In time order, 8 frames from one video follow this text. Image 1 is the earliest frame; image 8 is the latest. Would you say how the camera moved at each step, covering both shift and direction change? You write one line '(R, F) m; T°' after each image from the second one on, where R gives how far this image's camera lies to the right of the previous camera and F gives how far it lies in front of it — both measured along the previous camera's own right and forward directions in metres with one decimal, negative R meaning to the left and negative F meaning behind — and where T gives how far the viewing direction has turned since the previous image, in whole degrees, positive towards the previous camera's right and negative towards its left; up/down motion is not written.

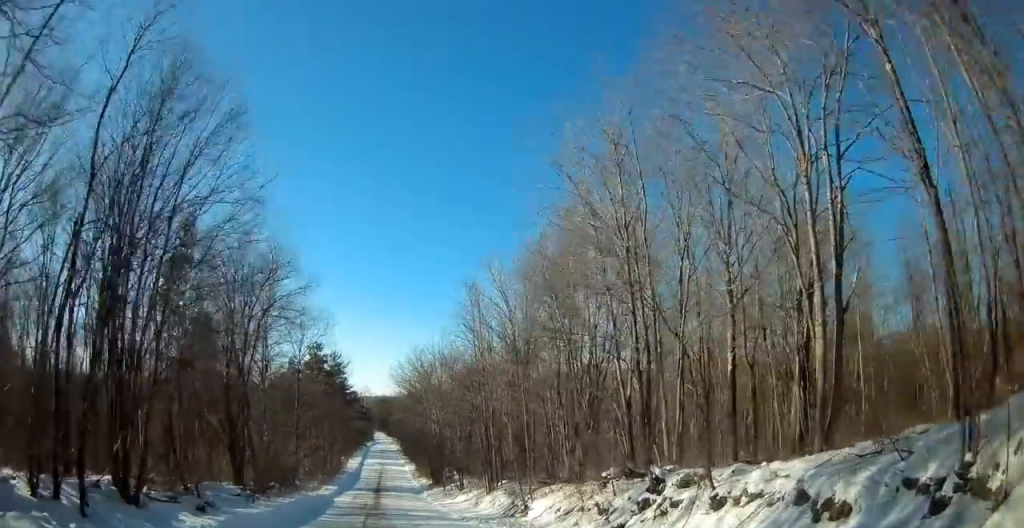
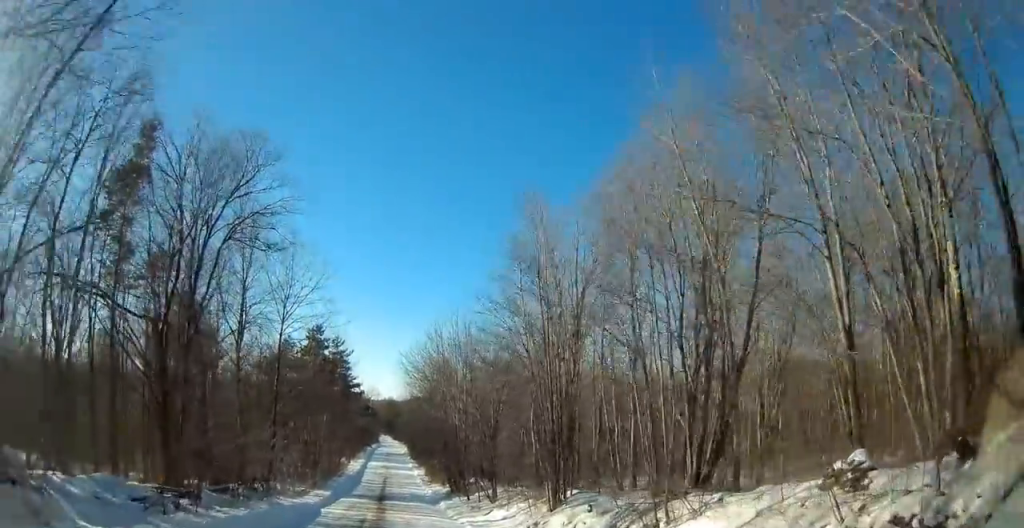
(-0.4, +9.8) m; -4°
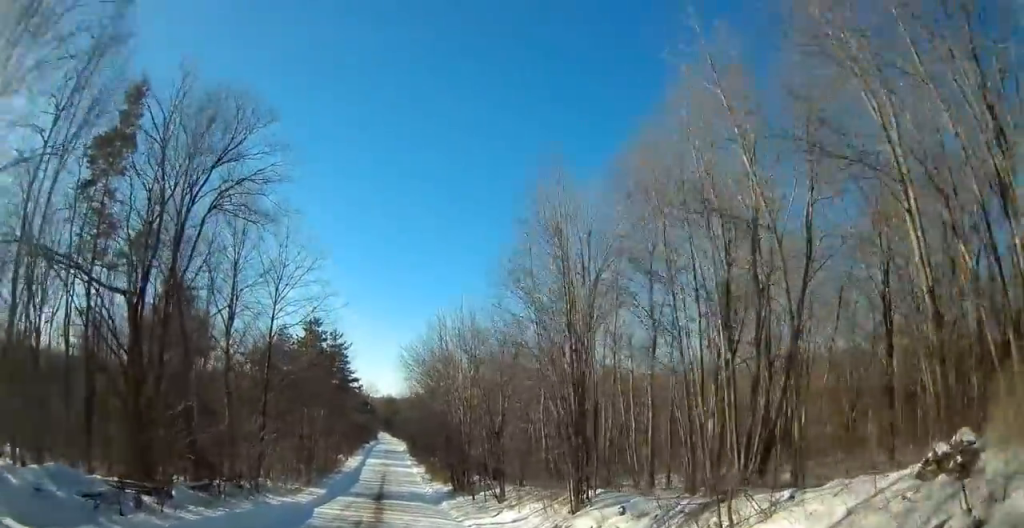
(0.0, +2.2) m; 0°
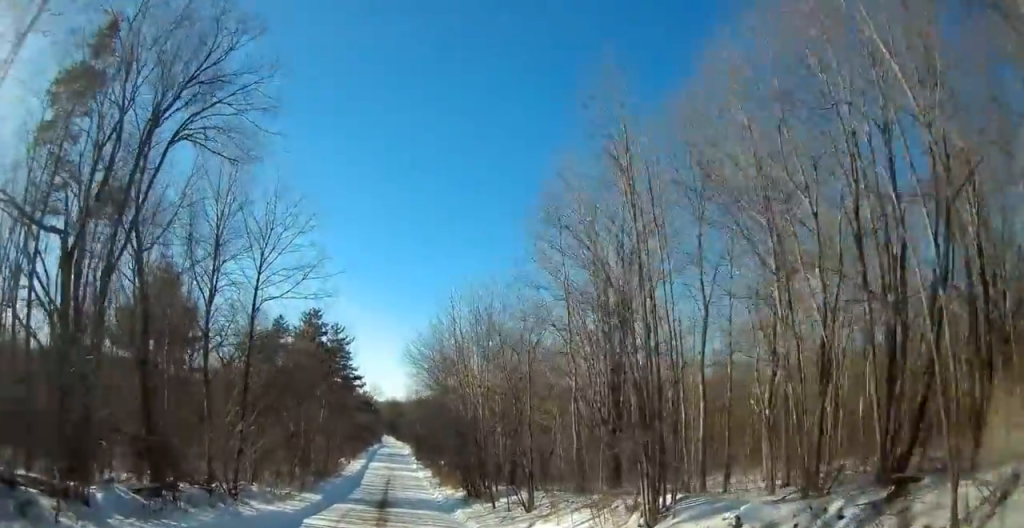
(0.0, +4.5) m; 0°
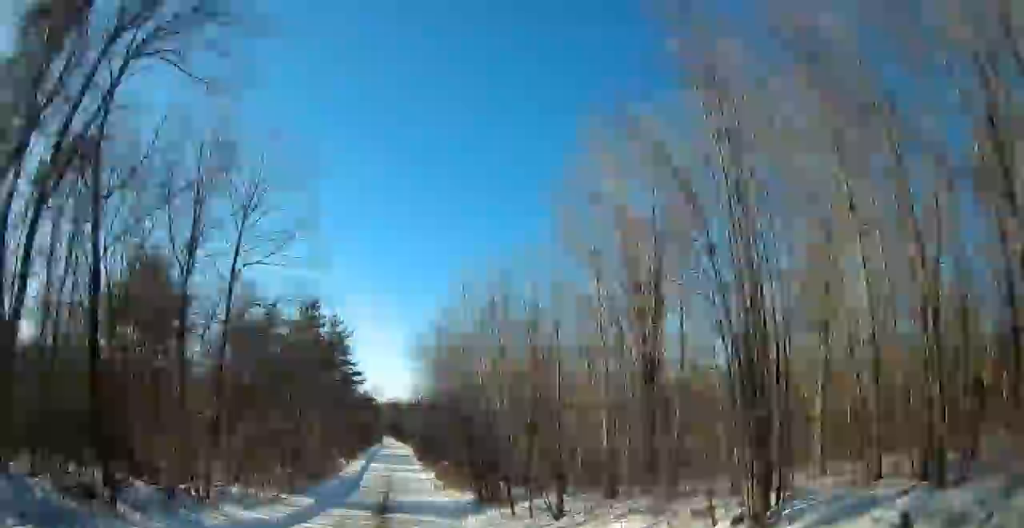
(0.0, +3.7) m; 0°
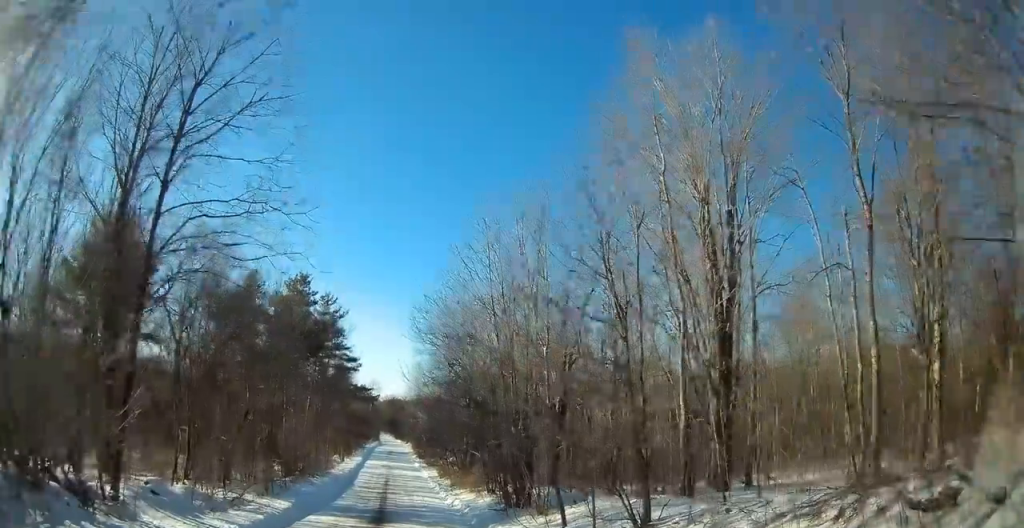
(0.0, +6.5) m; 0°
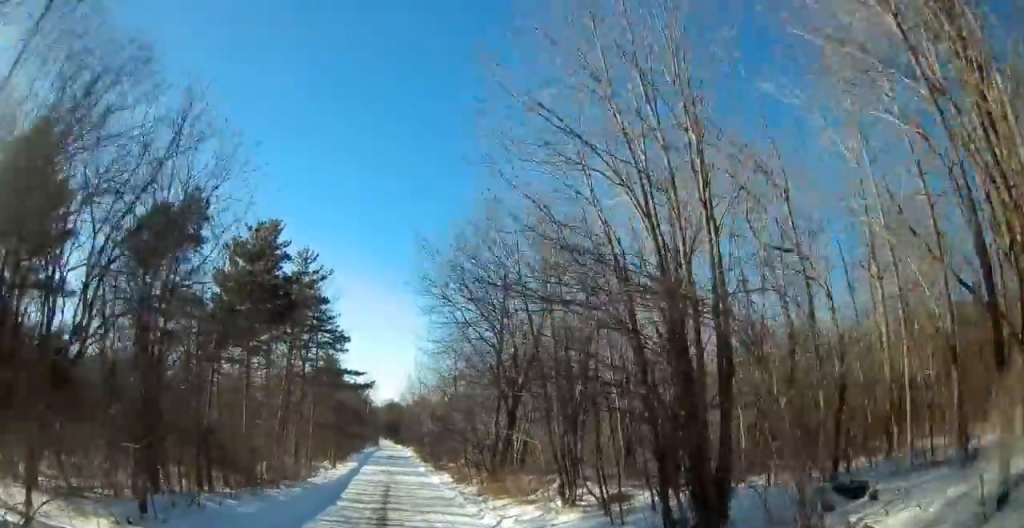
(+0.1, +12.3) m; 0°
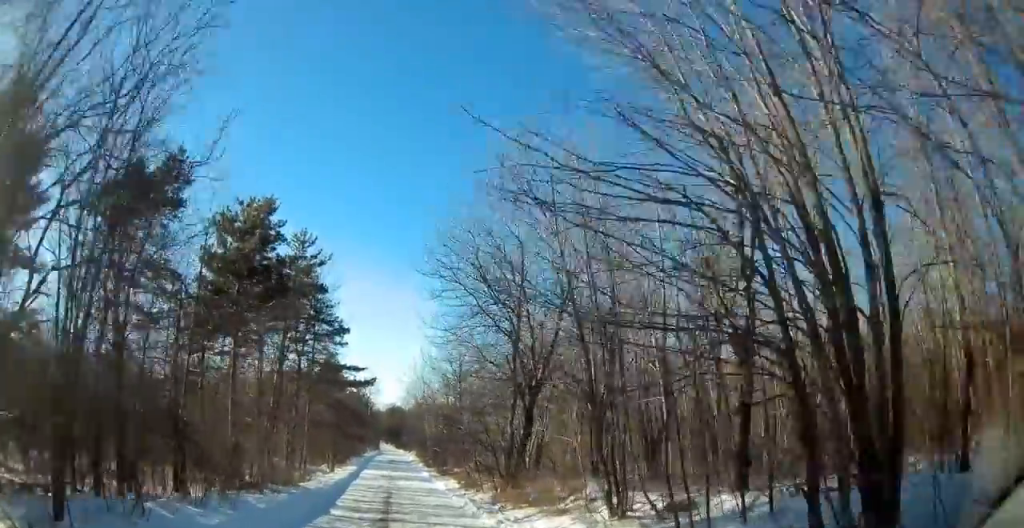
(+0.1, +3.5) m; 0°
